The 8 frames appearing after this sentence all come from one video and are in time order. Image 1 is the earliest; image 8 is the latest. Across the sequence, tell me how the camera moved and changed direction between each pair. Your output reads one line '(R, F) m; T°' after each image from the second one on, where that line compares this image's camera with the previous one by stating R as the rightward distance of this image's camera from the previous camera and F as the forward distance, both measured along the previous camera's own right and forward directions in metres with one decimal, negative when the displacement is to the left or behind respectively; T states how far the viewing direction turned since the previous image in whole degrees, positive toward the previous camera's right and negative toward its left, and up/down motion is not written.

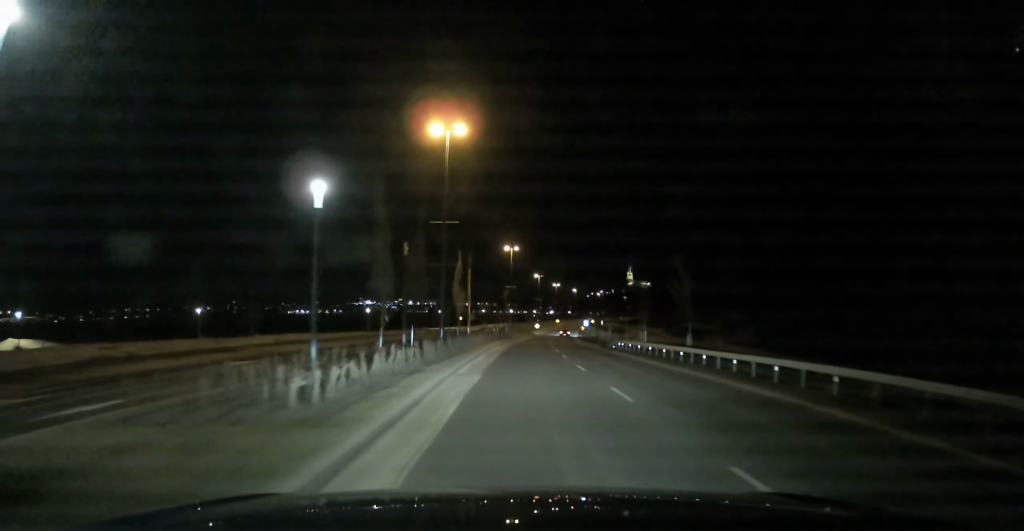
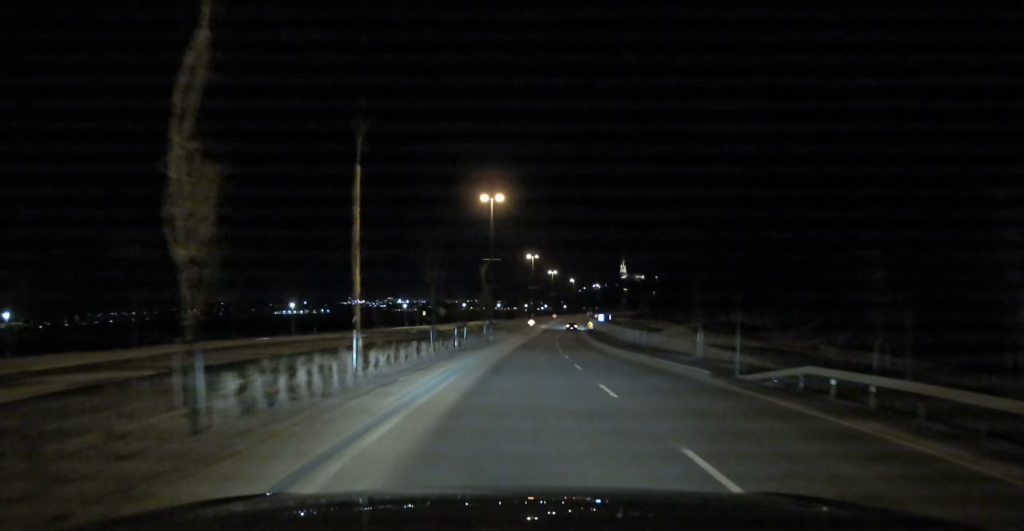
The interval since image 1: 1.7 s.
(+0.2, +34.1) m; +1°
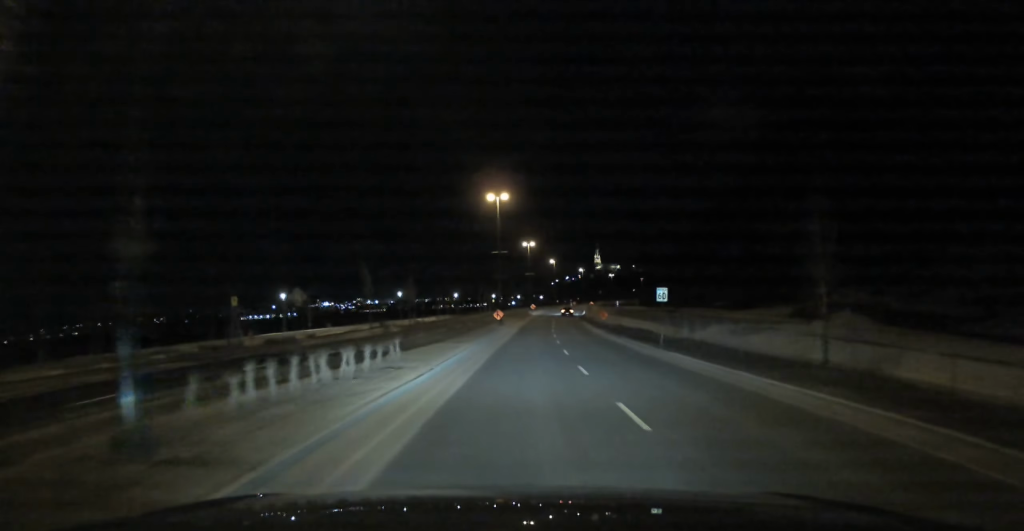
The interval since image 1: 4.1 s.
(+0.8, +48.3) m; +2°
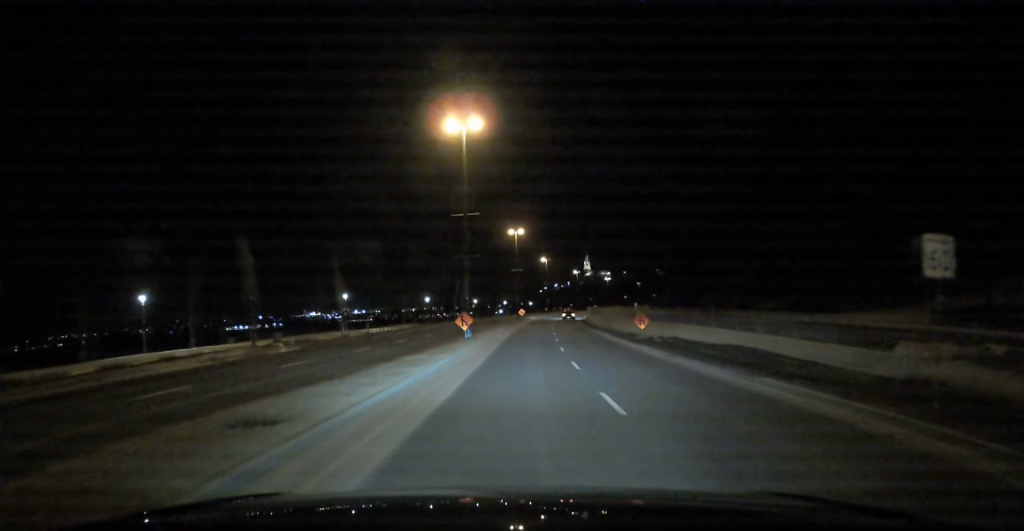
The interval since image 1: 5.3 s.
(+0.1, +25.1) m; +1°
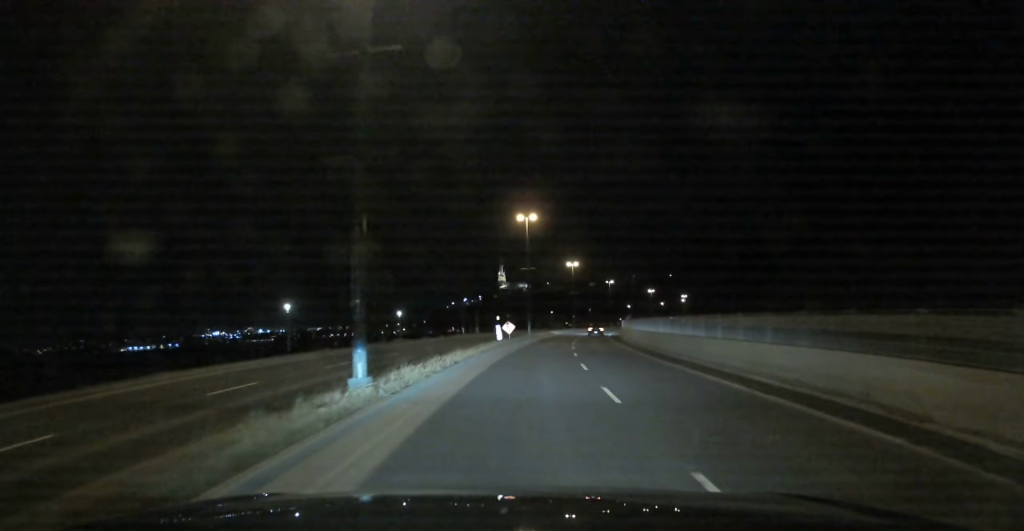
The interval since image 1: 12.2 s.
(+7.9, +133.4) m; +8°
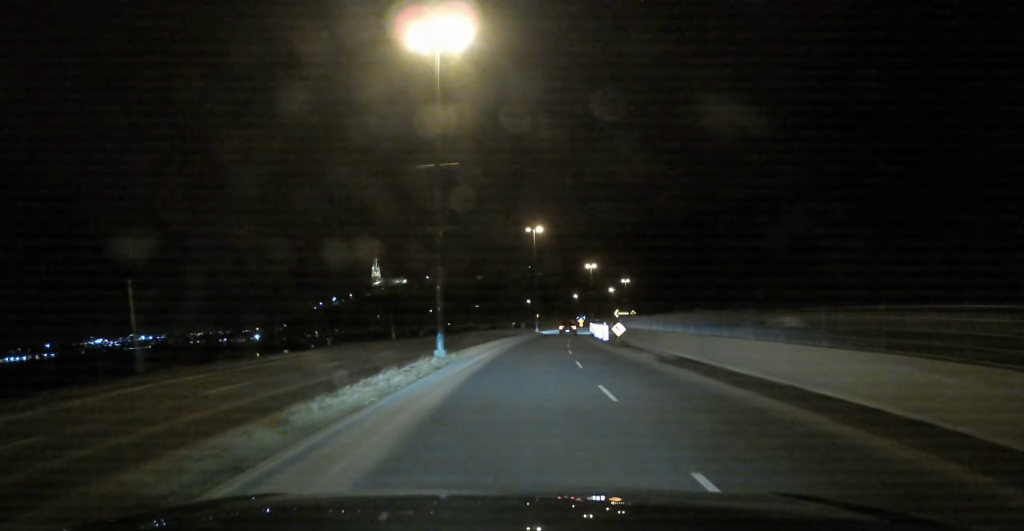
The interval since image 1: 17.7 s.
(+7.8, +97.1) m; +10°
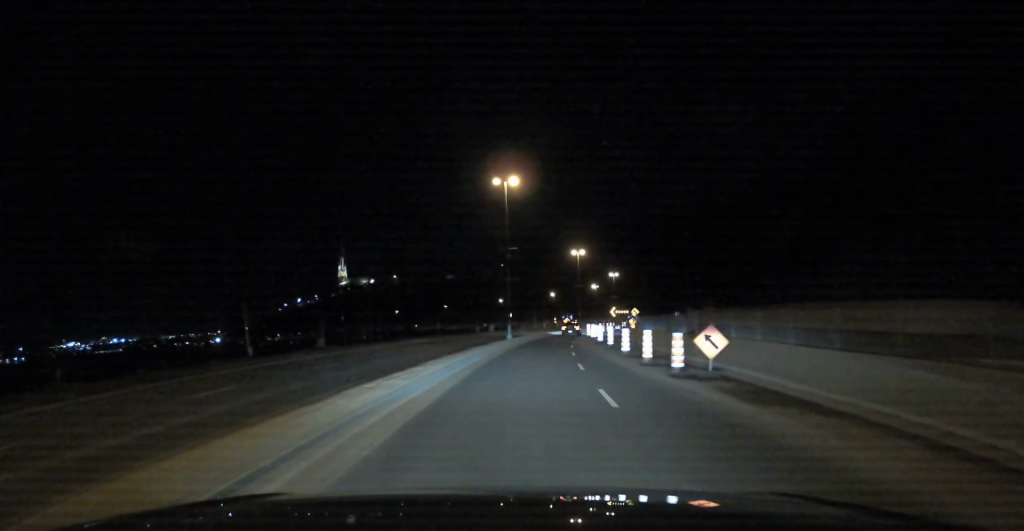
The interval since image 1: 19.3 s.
(+1.1, +26.4) m; +4°
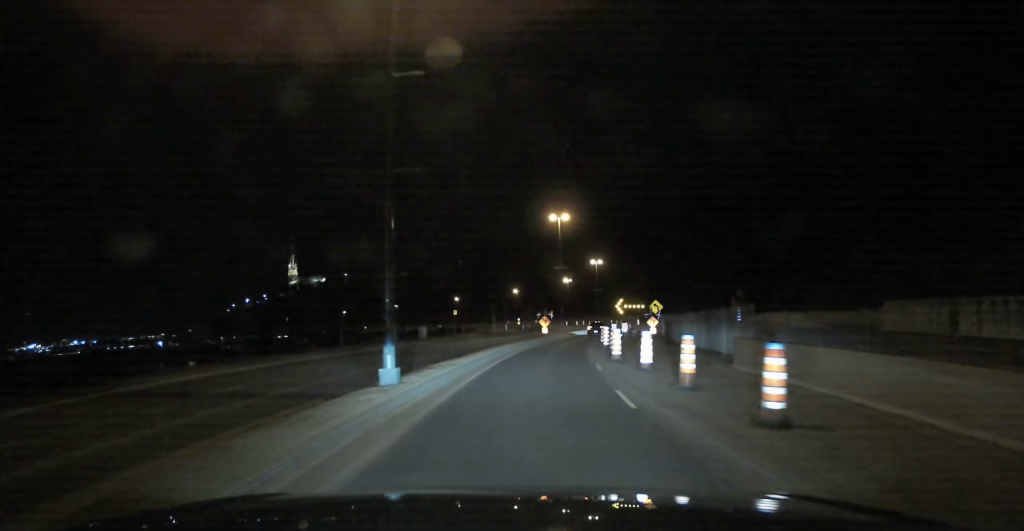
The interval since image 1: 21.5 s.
(+1.2, +35.2) m; +4°
